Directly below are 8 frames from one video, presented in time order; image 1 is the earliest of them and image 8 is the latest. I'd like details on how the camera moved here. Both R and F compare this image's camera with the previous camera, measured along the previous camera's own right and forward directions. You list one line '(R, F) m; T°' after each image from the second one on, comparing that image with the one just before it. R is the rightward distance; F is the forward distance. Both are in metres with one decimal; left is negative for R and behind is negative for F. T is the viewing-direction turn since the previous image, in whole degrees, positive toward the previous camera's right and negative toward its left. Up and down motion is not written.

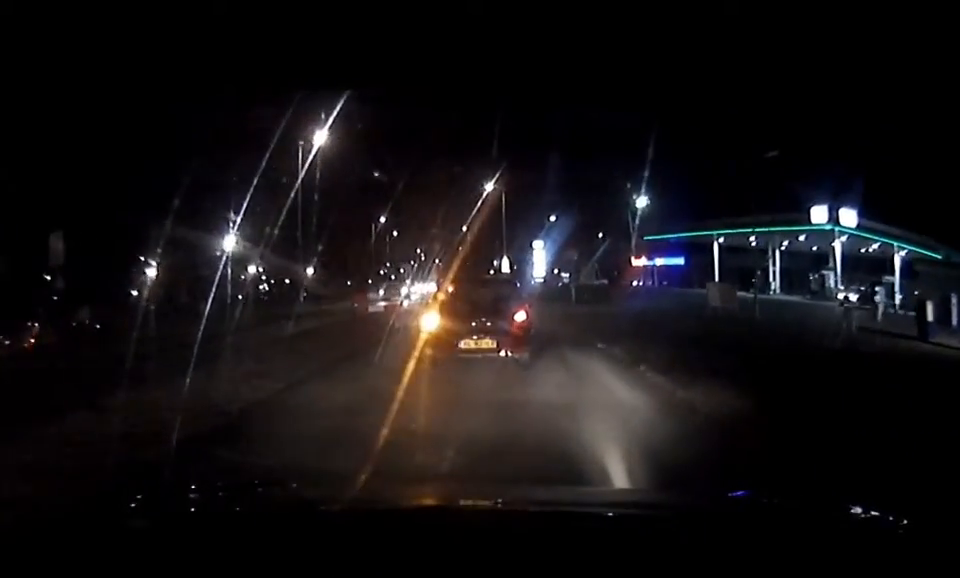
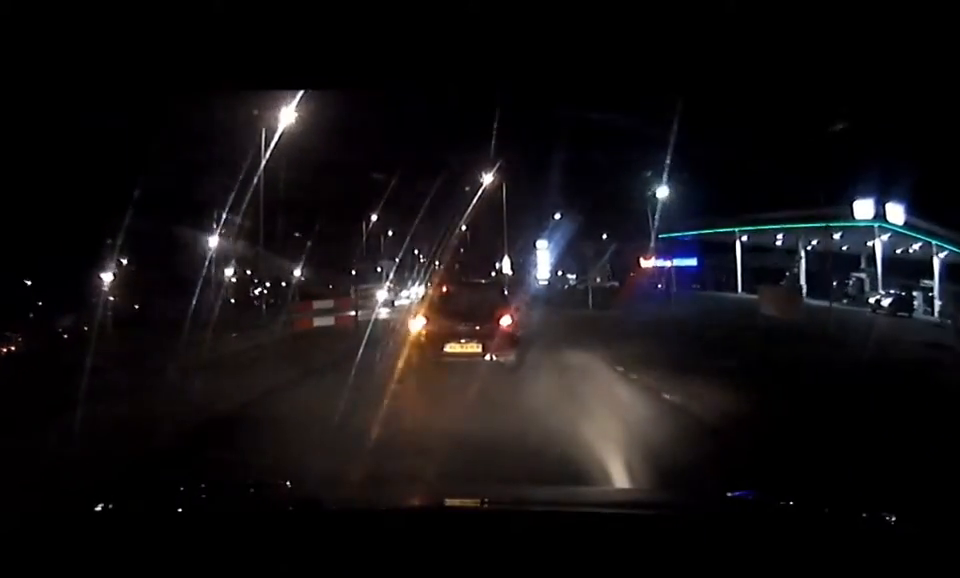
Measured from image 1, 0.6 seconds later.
(-0.1, +5.9) m; -1°
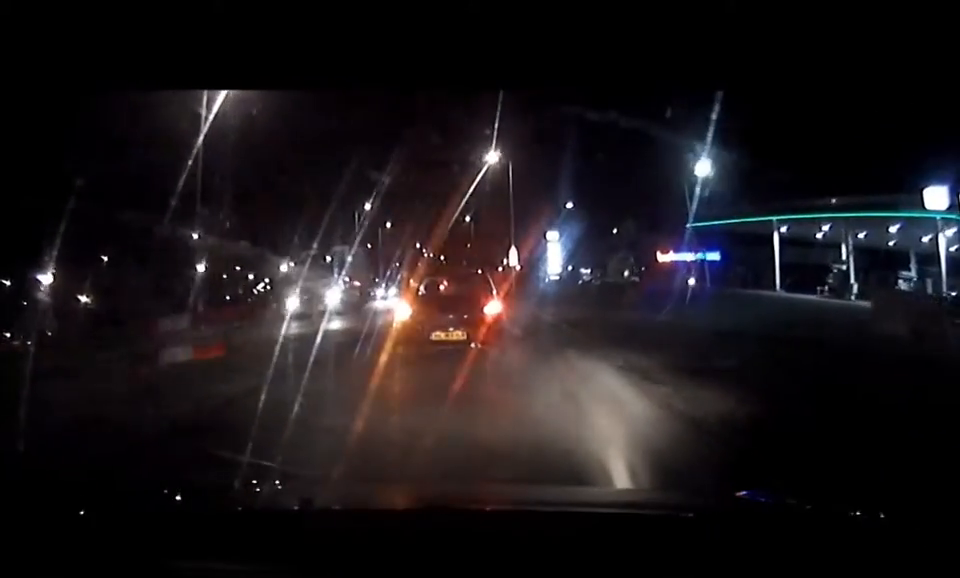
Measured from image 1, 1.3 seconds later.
(0.0, +7.7) m; -1°
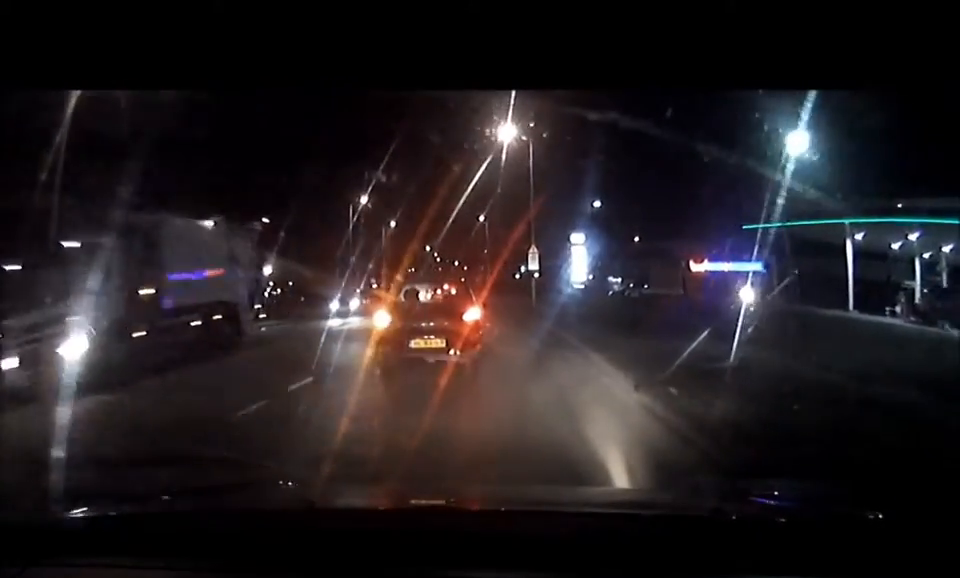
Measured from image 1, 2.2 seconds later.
(-0.1, +11.1) m; -1°
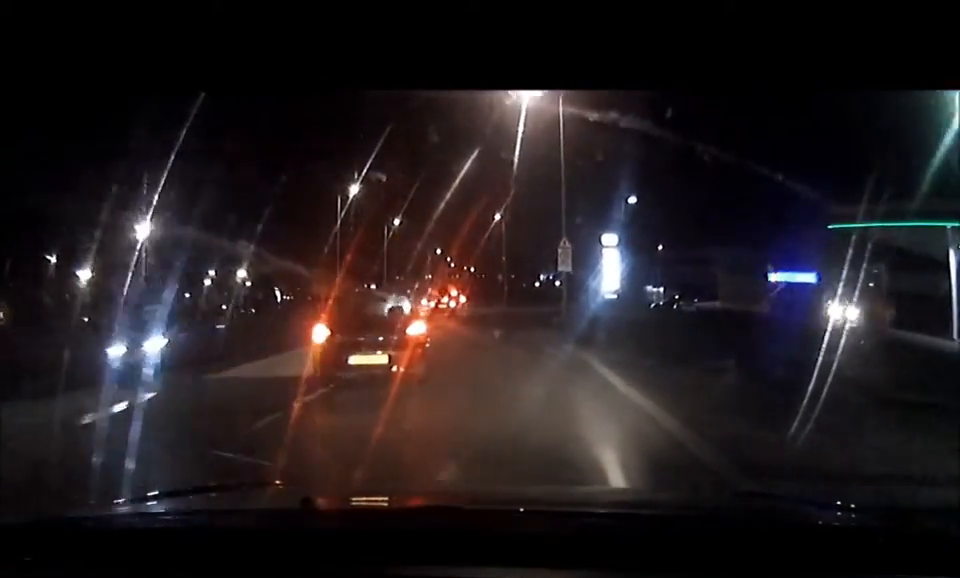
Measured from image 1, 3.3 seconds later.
(-0.1, +12.7) m; -1°
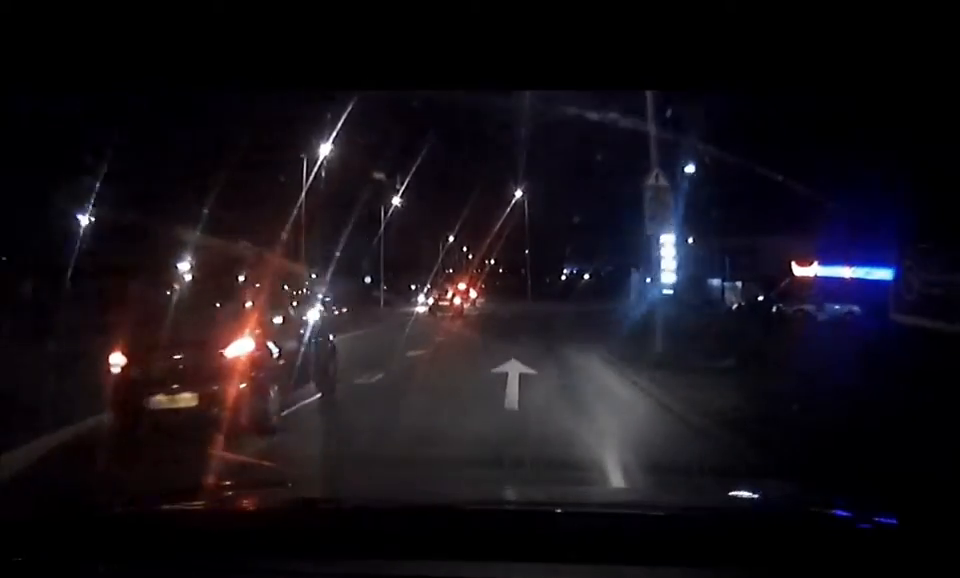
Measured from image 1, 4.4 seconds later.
(-0.2, +15.2) m; -1°
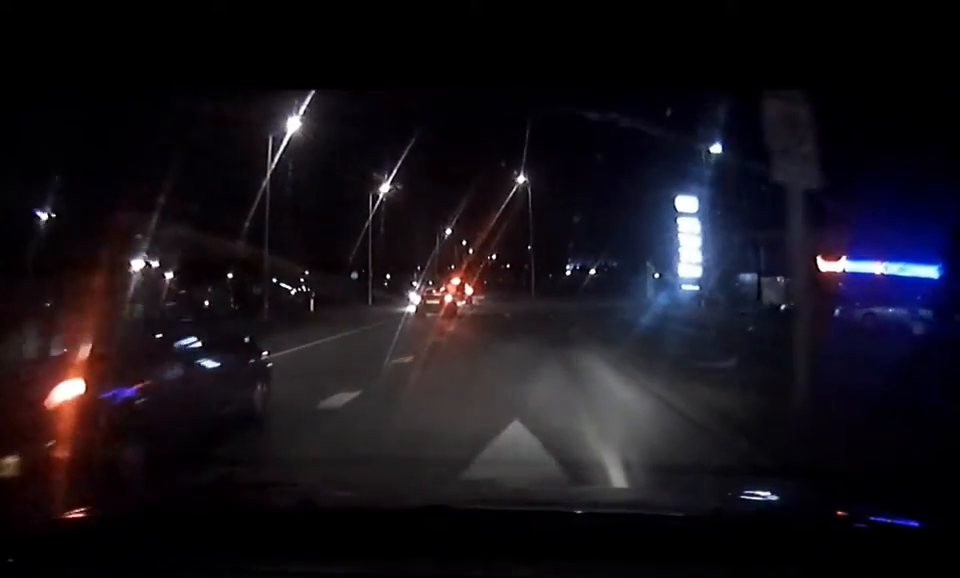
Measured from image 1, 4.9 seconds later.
(0.0, +6.6) m; 0°
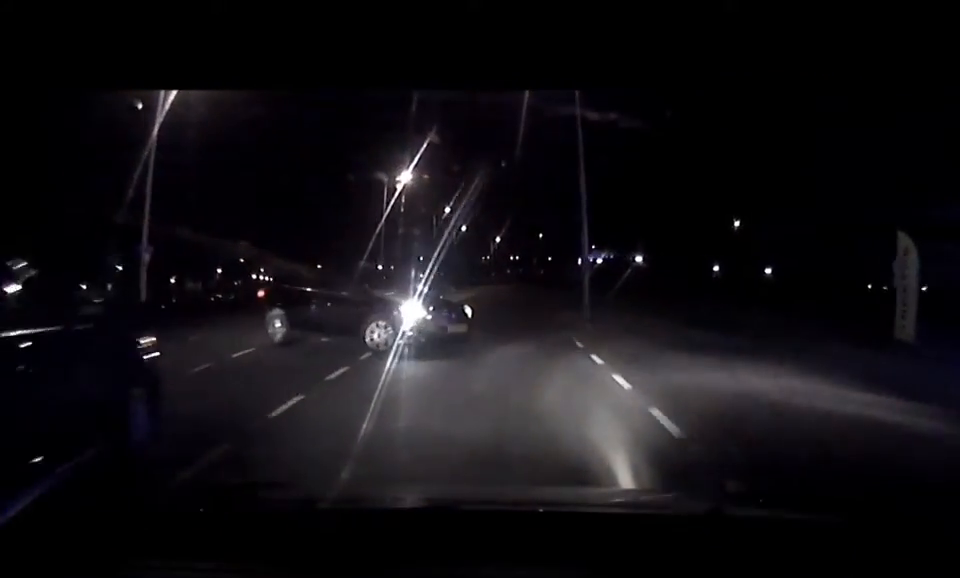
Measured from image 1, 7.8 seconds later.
(-0.4, +32.9) m; -2°
